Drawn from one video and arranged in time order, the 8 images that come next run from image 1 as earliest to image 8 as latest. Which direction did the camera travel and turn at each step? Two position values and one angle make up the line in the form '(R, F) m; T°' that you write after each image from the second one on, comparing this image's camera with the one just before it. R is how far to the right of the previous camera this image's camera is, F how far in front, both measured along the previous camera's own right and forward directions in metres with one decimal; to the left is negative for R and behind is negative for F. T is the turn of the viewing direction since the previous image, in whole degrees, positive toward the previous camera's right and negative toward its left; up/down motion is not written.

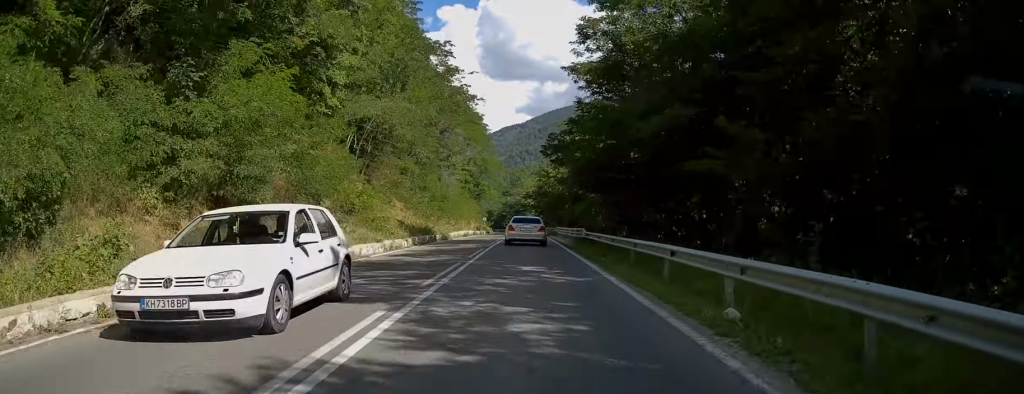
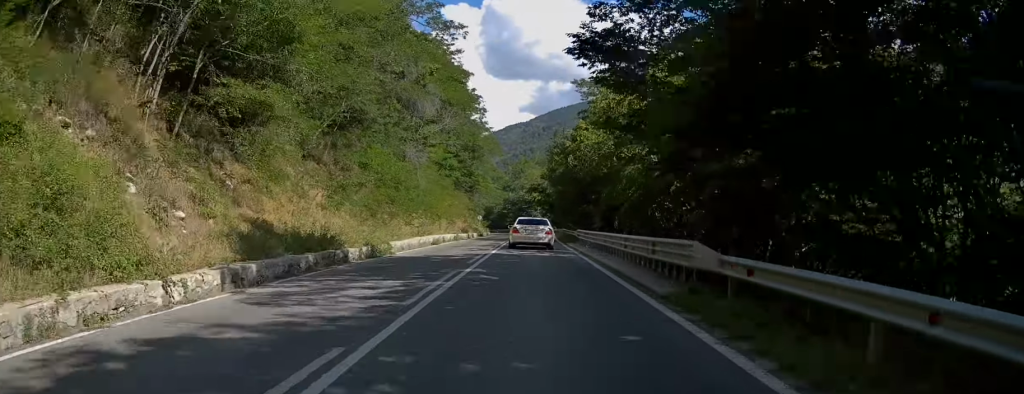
(+0.4, +20.3) m; 0°
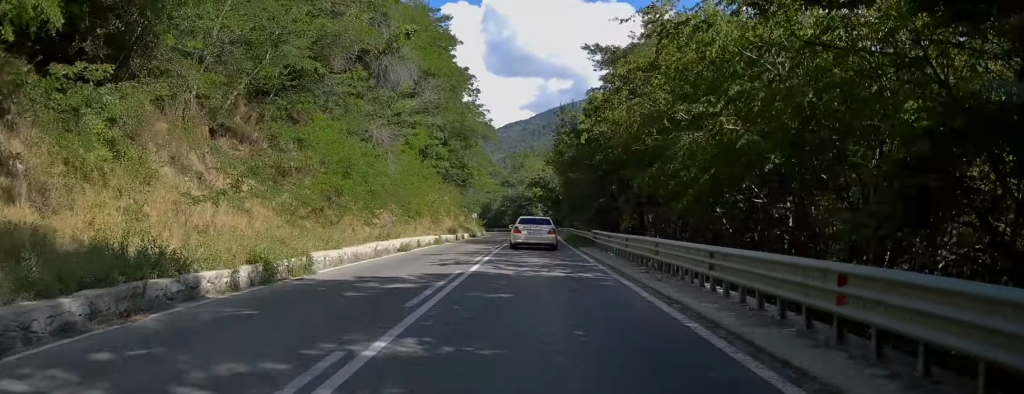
(-0.1, +9.1) m; 0°
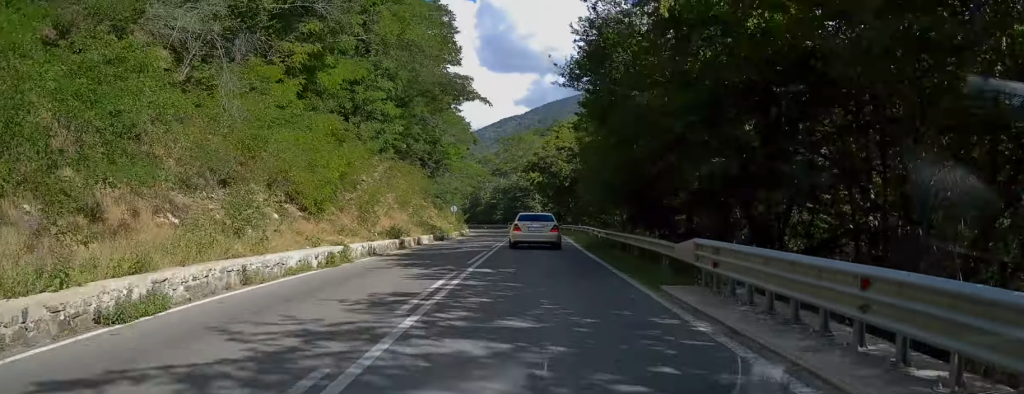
(-0.3, +18.6) m; 0°
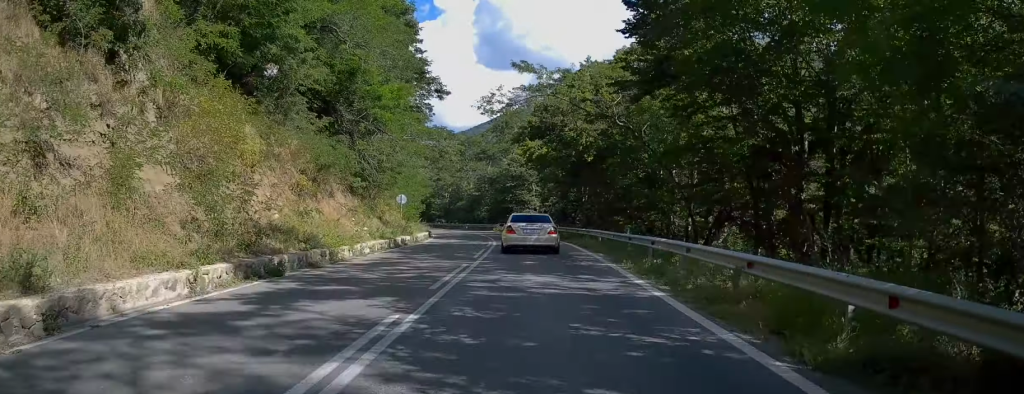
(+0.5, +24.1) m; +1°
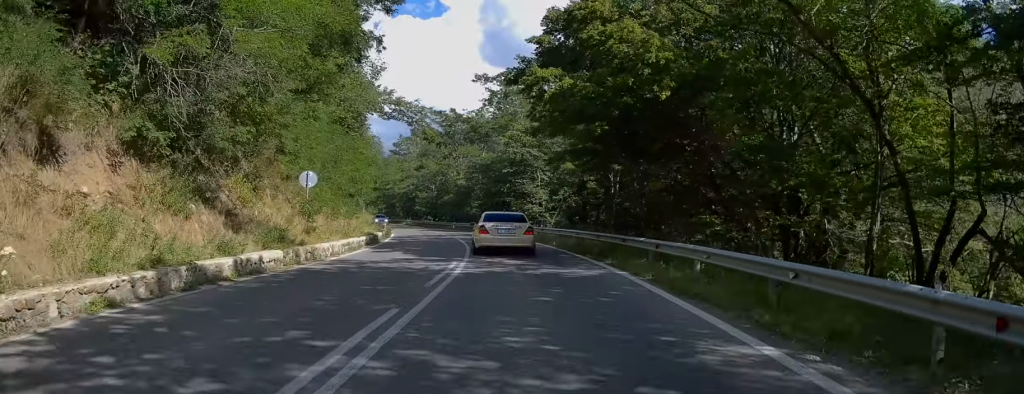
(-0.3, +17.3) m; -2°
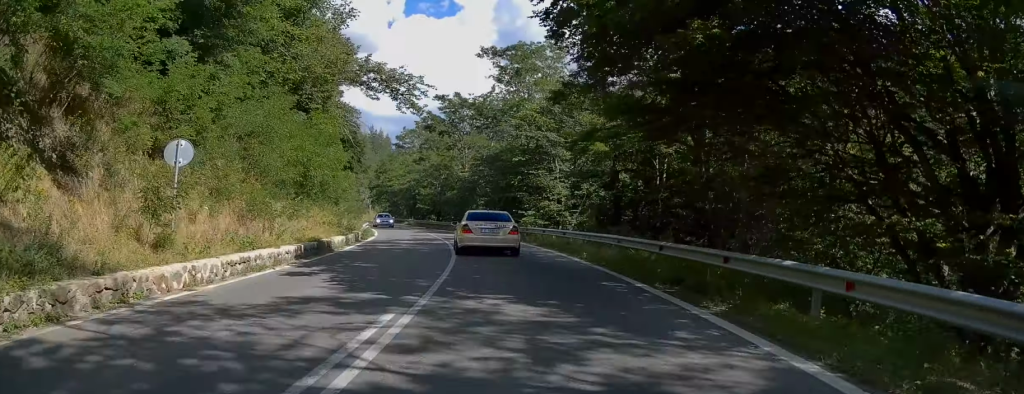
(-0.2, +9.4) m; -1°
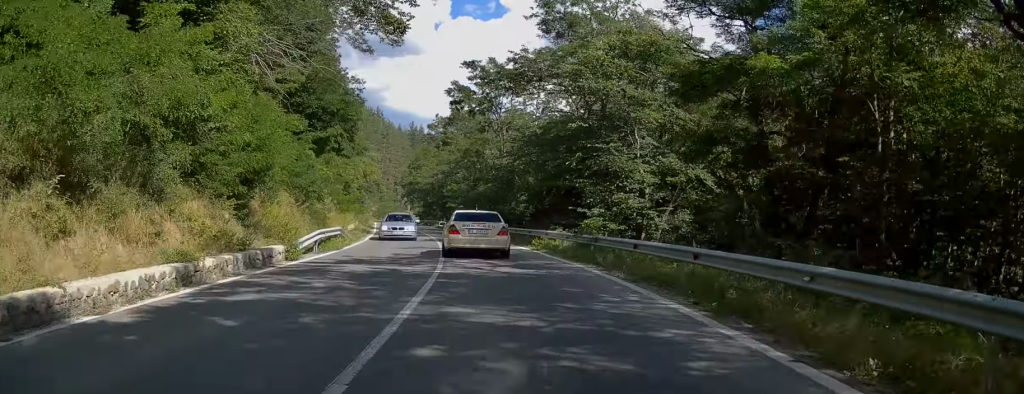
(+0.3, +15.4) m; -3°
